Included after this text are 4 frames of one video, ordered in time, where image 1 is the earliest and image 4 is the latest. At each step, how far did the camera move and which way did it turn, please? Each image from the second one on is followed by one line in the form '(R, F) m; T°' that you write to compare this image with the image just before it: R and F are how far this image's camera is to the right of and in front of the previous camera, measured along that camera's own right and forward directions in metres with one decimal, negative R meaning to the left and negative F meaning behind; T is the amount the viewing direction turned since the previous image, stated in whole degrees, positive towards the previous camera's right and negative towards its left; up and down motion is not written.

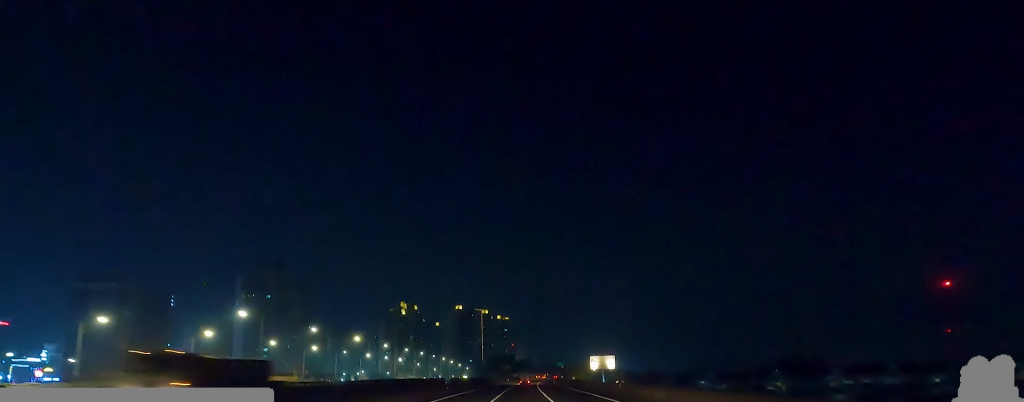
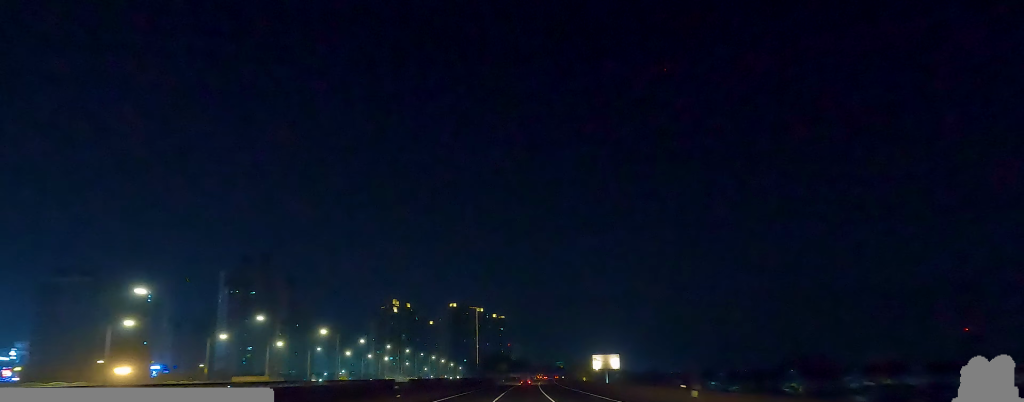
(-0.2, +19.6) m; +2°
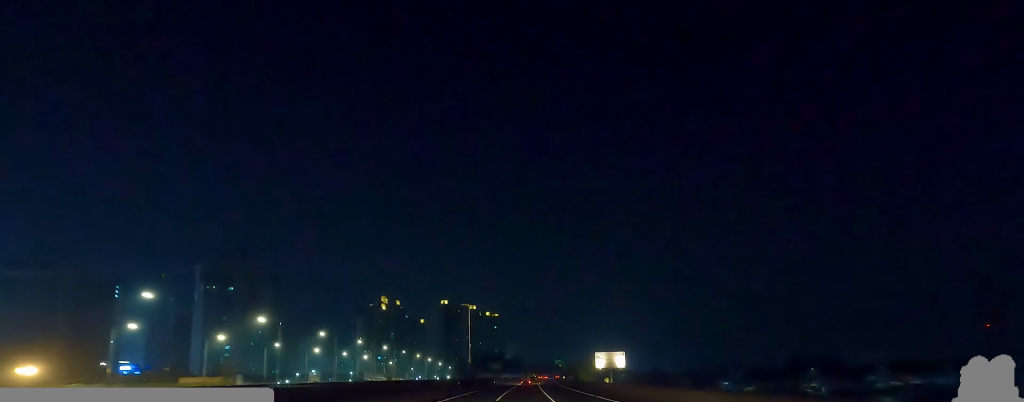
(+1.2, +23.1) m; +1°
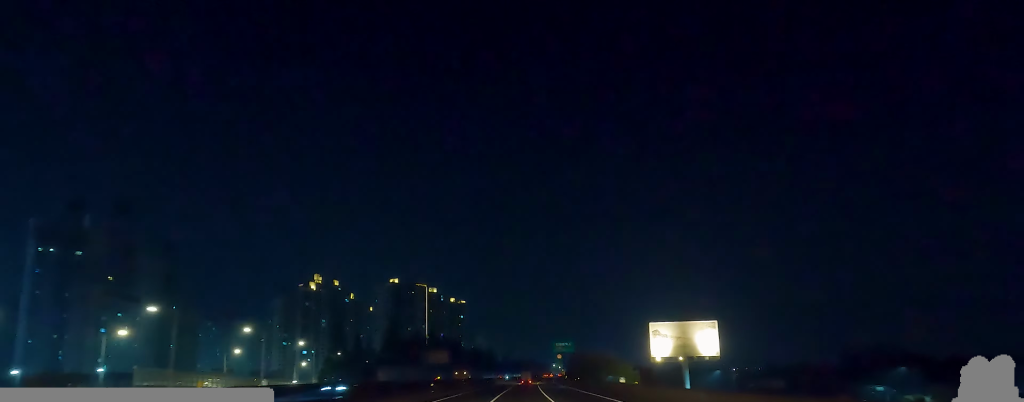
(+4.0, +115.6) m; +3°
